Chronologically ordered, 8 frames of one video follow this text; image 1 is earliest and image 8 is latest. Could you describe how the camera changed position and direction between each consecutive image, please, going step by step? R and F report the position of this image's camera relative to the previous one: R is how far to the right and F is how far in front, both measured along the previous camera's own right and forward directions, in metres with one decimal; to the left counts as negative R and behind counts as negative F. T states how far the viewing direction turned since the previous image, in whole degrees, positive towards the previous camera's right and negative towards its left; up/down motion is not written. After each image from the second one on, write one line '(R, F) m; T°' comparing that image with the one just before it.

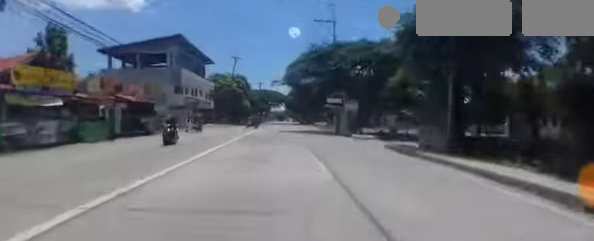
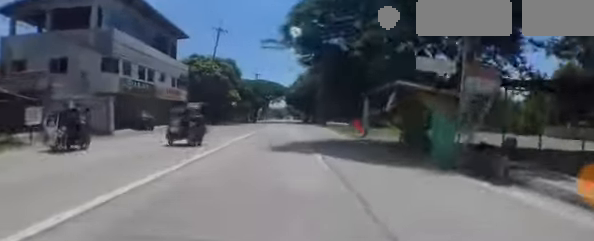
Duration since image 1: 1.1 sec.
(0.0, +17.1) m; 0°
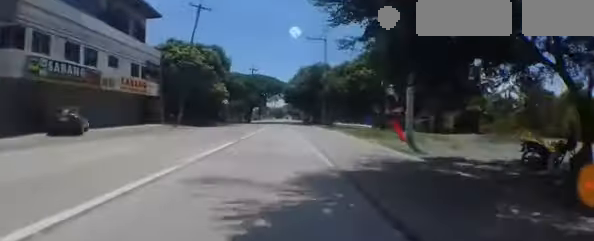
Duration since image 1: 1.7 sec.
(0.0, +9.6) m; 0°
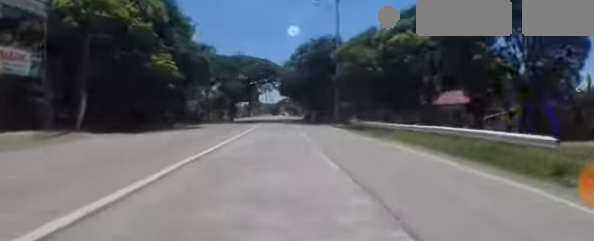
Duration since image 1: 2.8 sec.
(0.0, +17.0) m; +1°
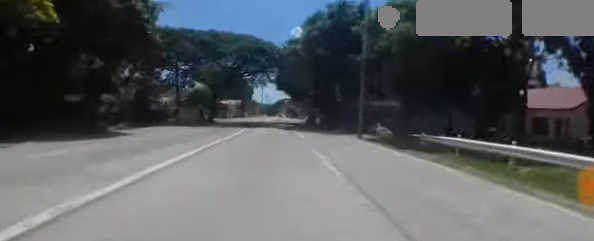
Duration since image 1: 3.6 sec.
(+0.1, +12.1) m; 0°
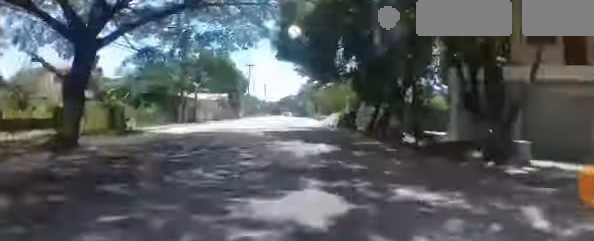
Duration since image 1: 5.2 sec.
(-0.1, +24.1) m; 0°
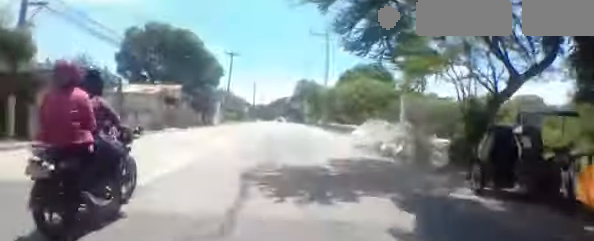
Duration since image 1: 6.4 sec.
(0.0, +18.7) m; 0°
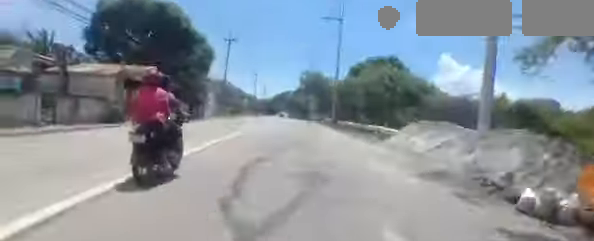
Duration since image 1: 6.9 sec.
(0.0, +7.4) m; 0°
